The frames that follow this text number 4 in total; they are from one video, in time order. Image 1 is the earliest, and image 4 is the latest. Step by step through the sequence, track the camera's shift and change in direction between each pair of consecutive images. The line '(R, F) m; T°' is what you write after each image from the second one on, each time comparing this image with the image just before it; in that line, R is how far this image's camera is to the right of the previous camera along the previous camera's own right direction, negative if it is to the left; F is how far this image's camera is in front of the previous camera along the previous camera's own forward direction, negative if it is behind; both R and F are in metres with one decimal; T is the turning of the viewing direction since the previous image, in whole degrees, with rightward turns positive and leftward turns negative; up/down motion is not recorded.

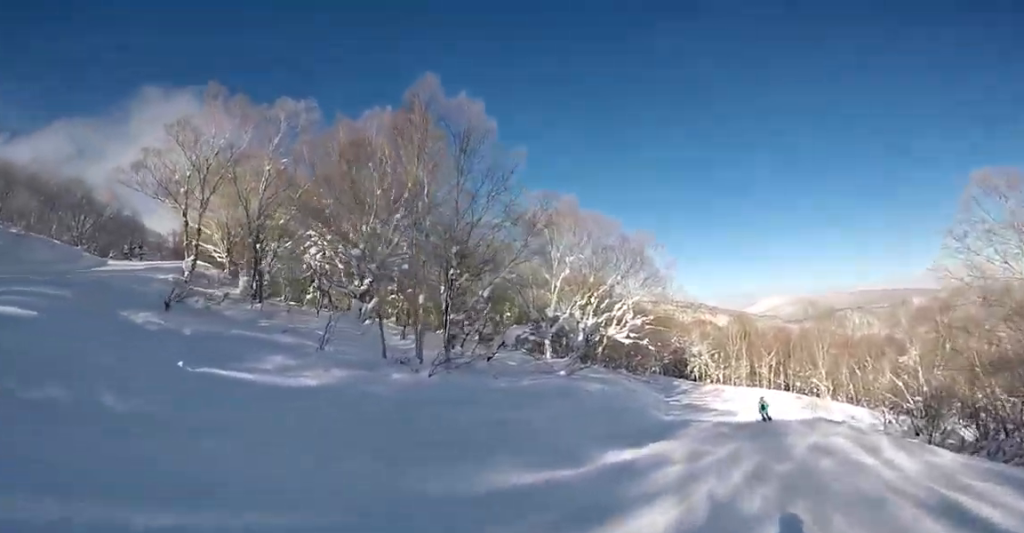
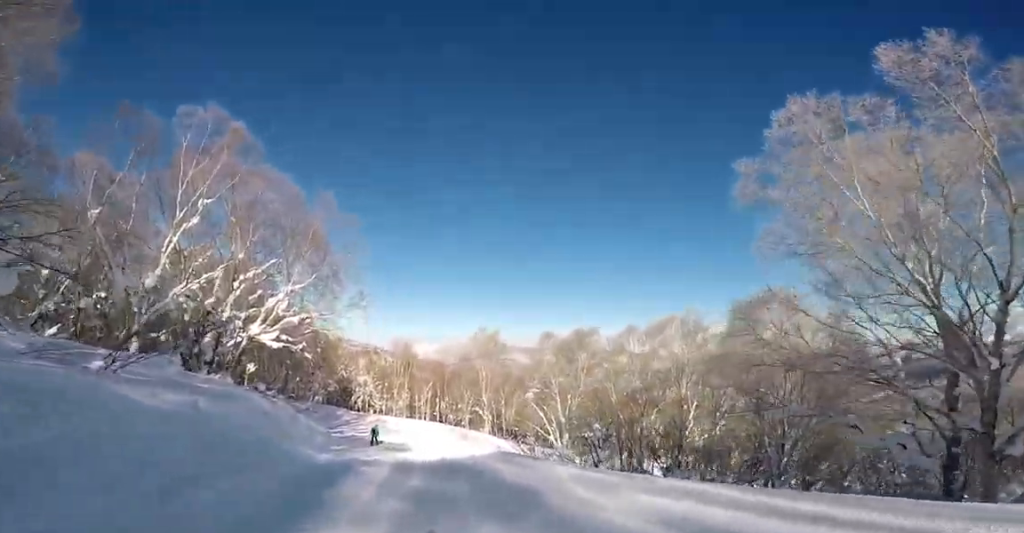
(+0.5, +12.5) m; +5°
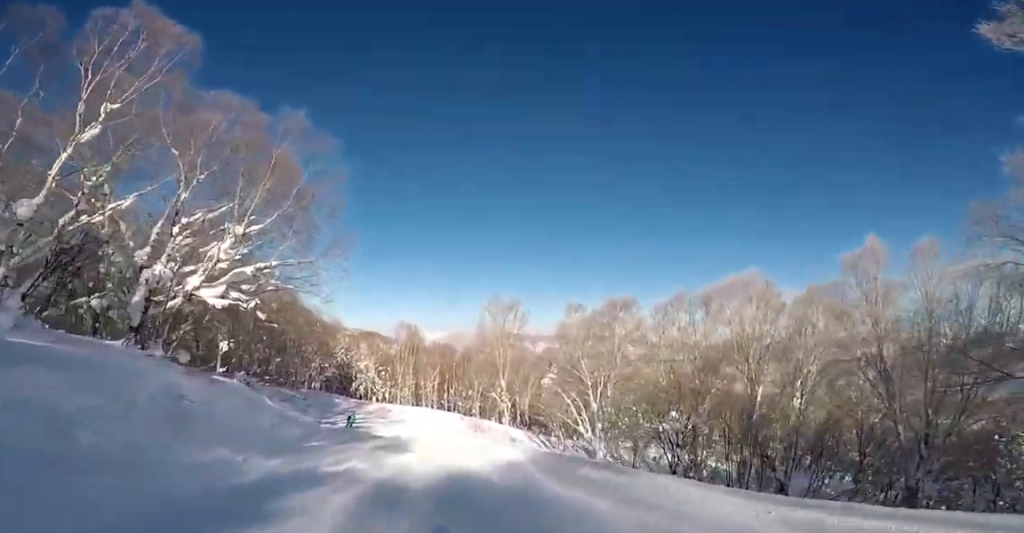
(-0.2, +7.0) m; -13°
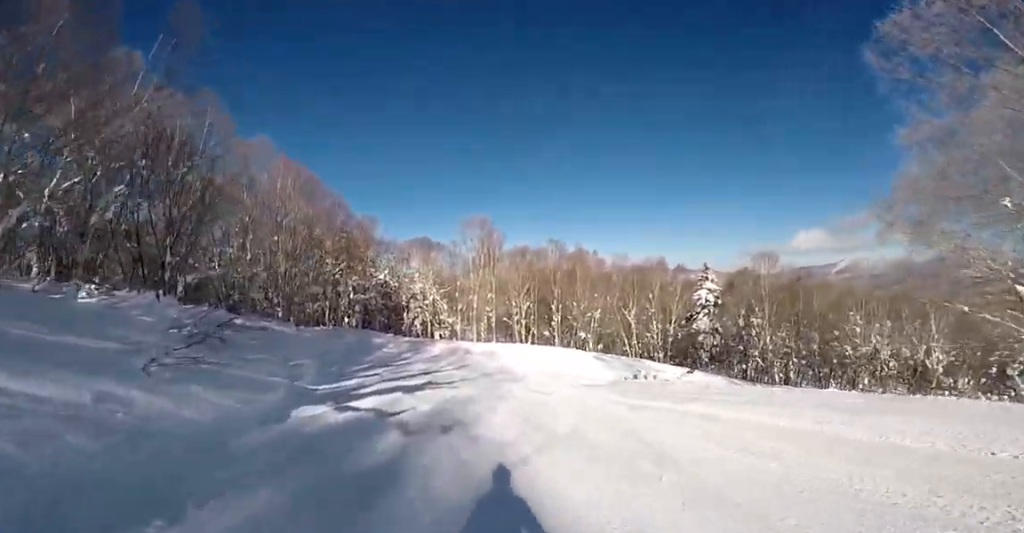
(+0.5, +25.7) m; +8°
